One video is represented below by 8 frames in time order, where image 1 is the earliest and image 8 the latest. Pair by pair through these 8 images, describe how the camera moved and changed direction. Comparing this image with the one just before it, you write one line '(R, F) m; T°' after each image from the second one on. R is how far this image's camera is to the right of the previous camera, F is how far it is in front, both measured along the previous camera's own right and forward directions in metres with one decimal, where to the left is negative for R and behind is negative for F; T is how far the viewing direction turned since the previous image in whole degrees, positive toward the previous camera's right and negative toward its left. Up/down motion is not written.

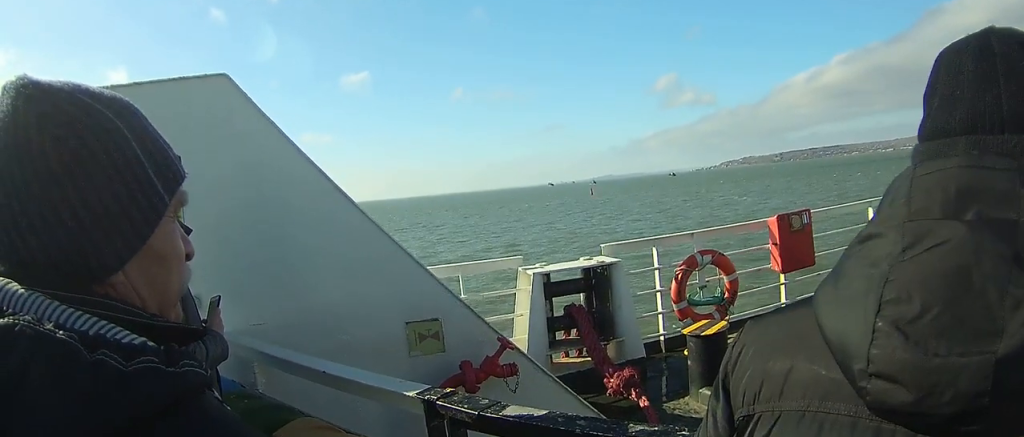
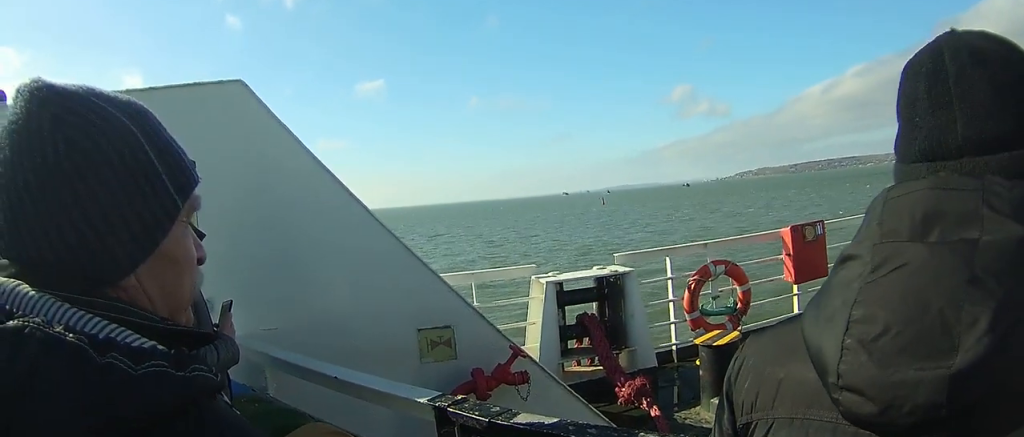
(0.0, +2.1) m; 0°
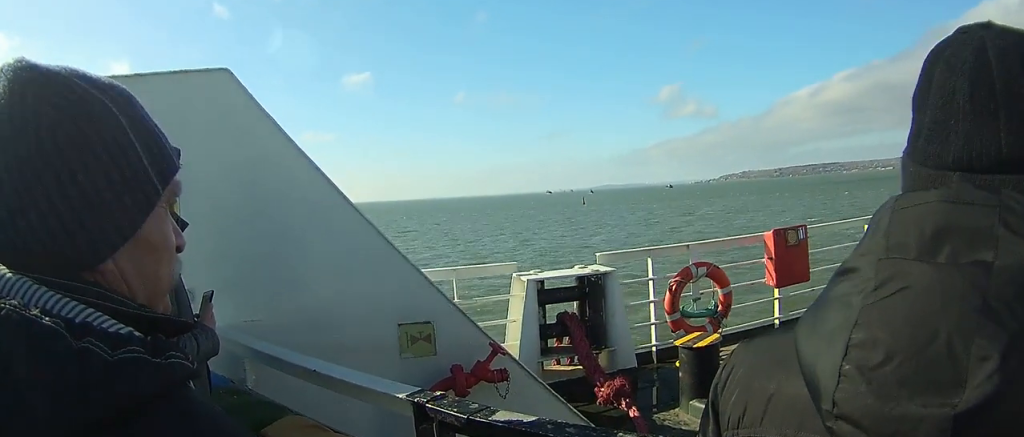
(0.0, +2.2) m; +1°
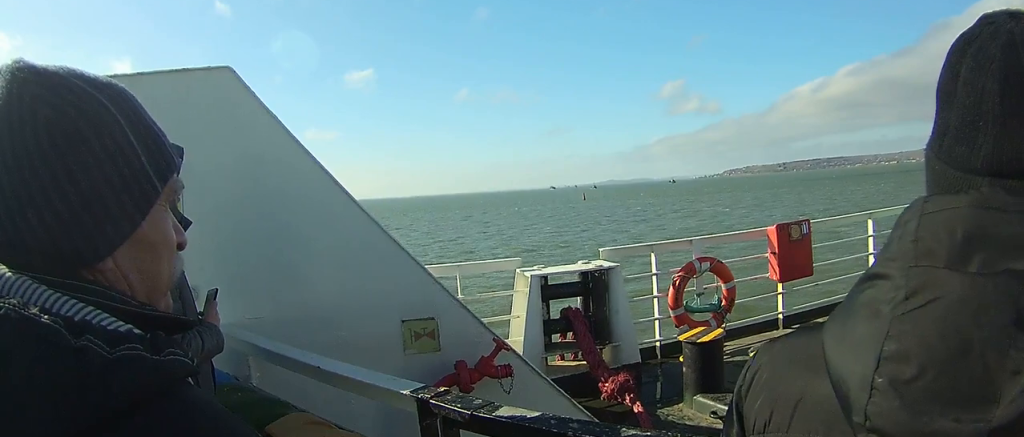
(0.0, +2.4) m; +1°
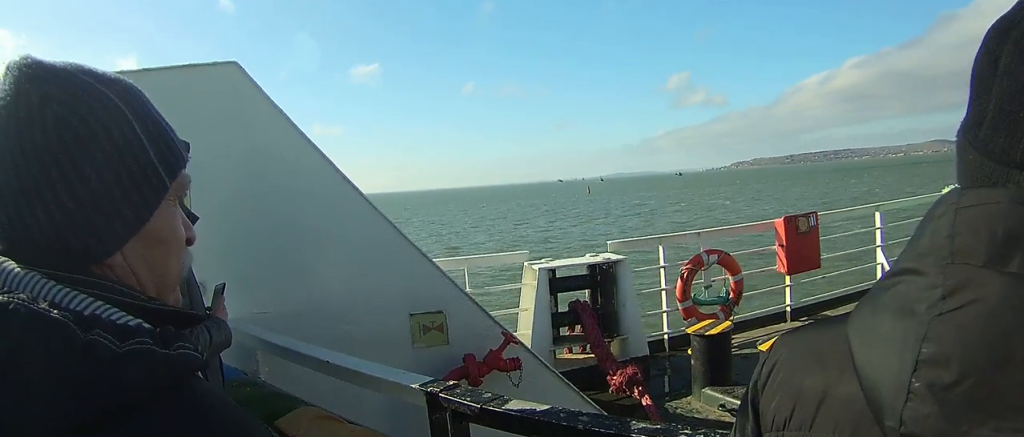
(+0.1, +2.0) m; +1°
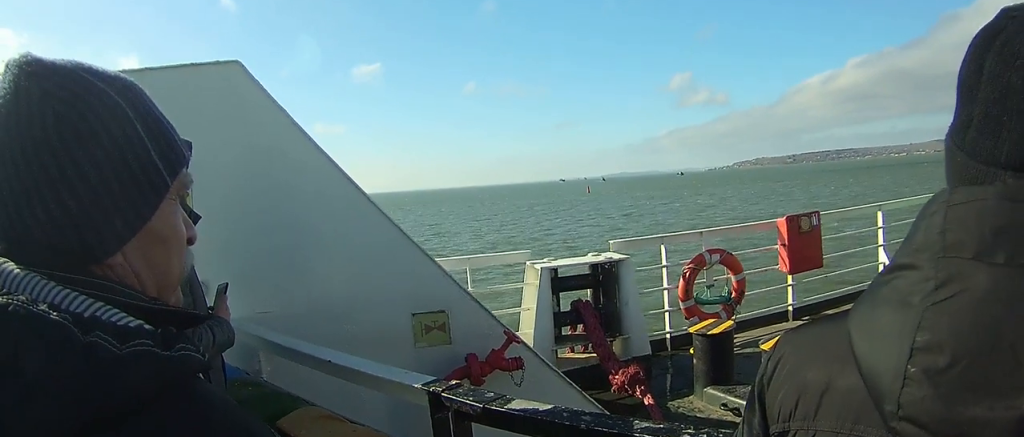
(0.0, +1.9) m; +1°
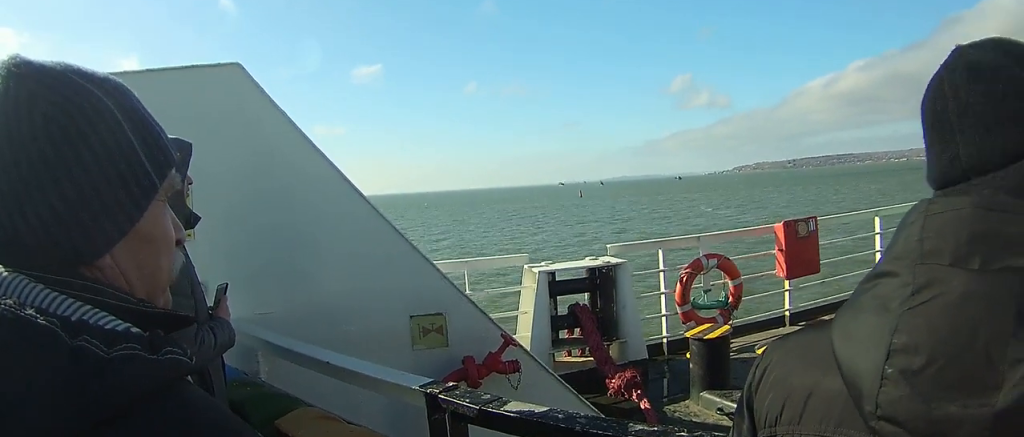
(0.0, +5.1) m; 0°
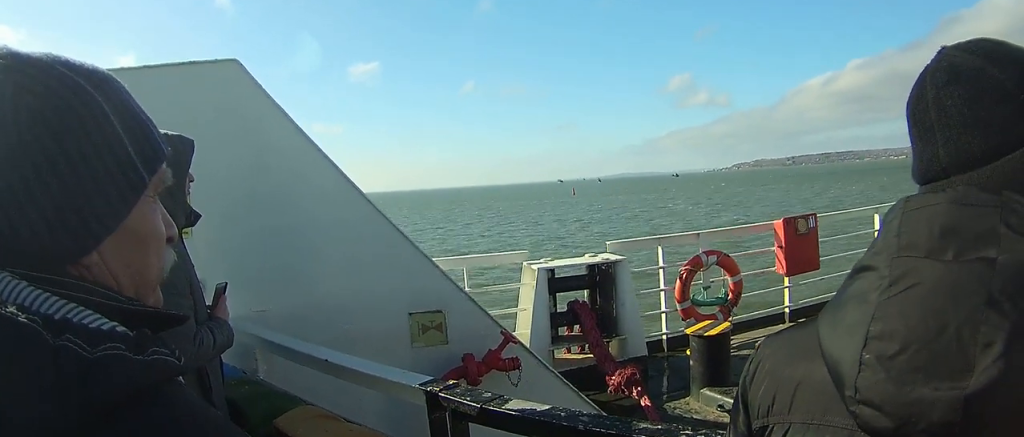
(+0.1, +4.4) m; +1°
